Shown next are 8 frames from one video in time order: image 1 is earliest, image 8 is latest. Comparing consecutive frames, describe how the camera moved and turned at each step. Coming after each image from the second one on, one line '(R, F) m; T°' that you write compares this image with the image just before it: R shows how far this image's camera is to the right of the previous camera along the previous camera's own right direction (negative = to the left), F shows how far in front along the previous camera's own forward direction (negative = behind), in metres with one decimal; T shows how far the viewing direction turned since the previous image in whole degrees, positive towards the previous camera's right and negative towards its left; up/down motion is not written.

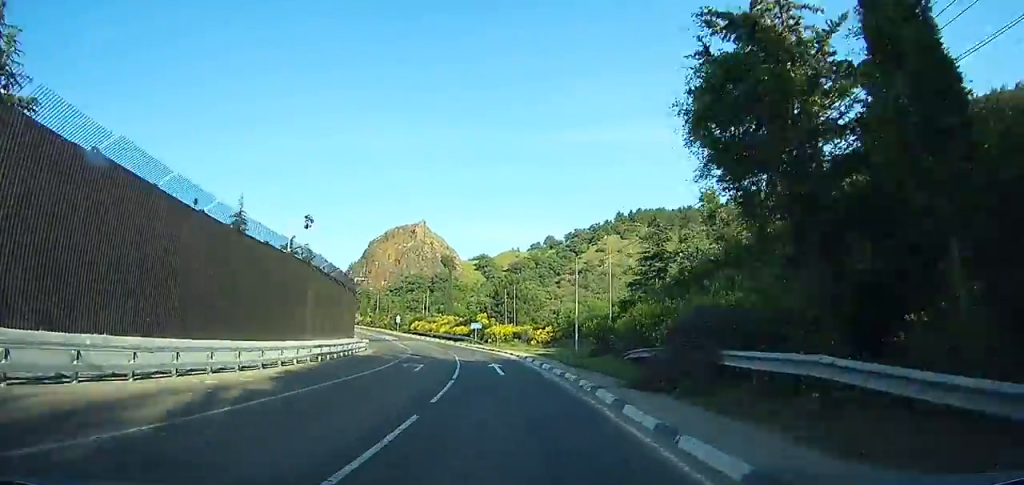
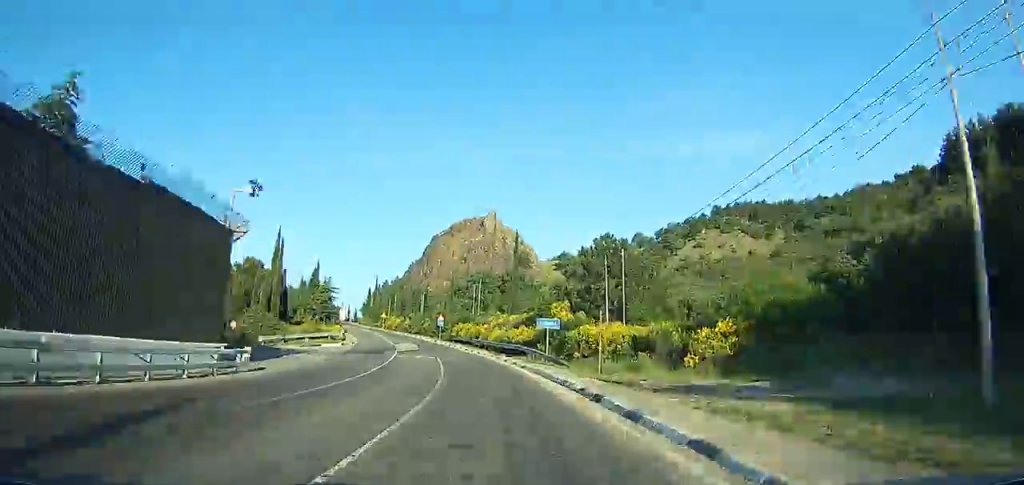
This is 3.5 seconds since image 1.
(-0.7, +35.5) m; -7°
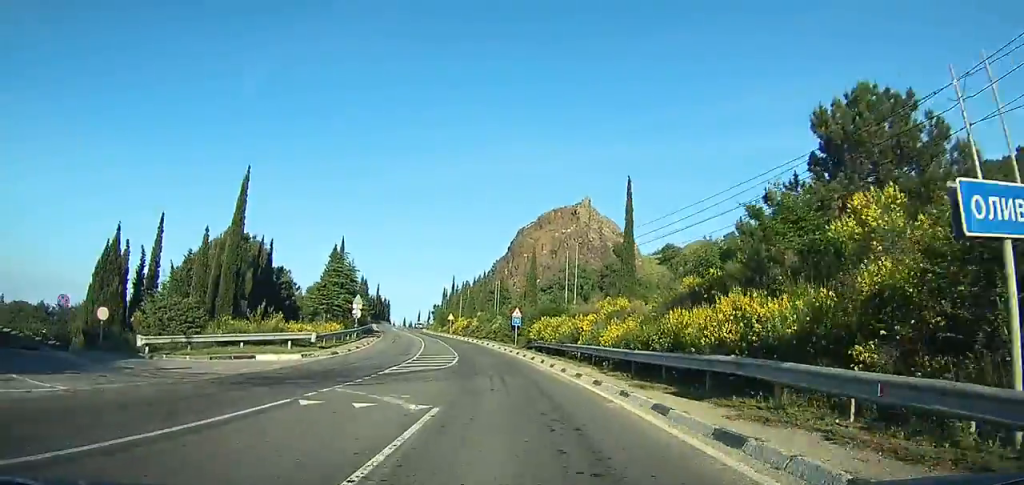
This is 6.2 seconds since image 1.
(-2.6, +26.4) m; -9°
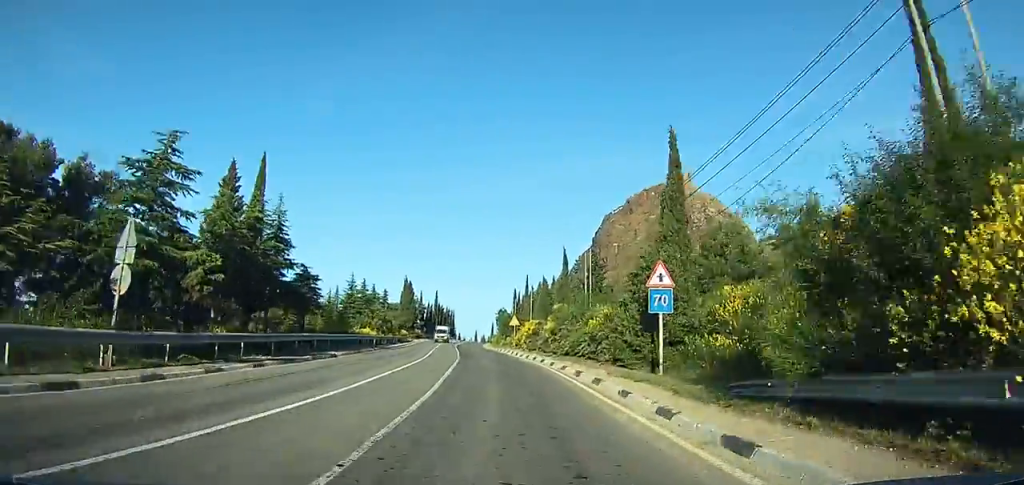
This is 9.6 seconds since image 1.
(-3.0, +32.9) m; -9°
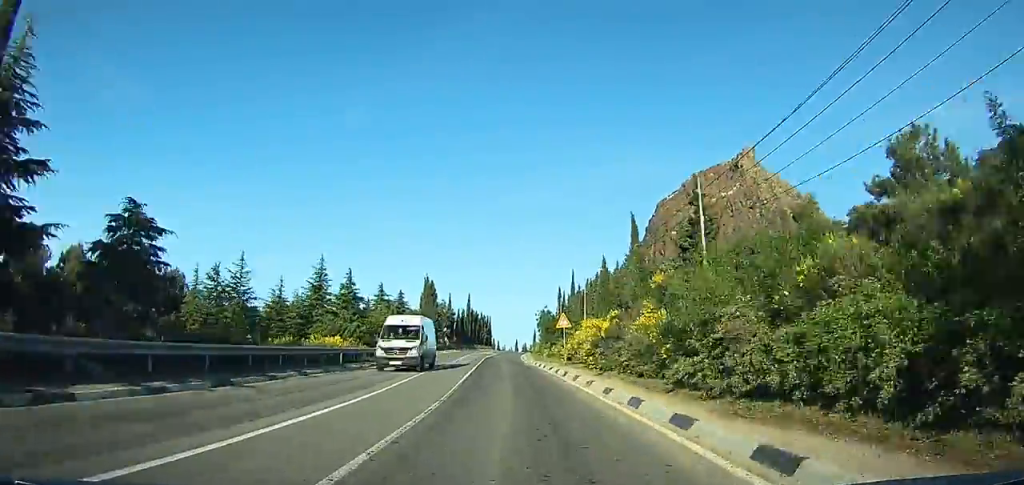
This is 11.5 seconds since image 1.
(-0.9, +19.1) m; -3°
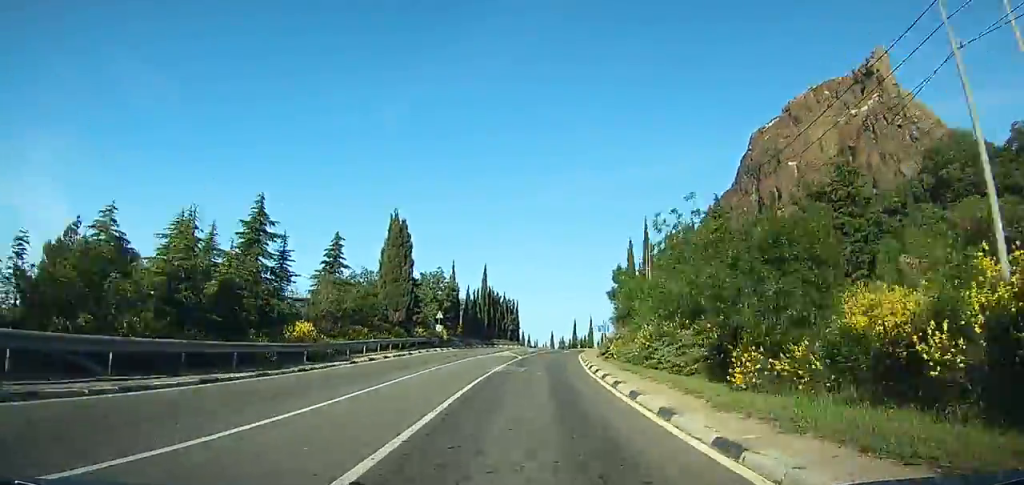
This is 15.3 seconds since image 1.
(-1.8, +41.3) m; -1°
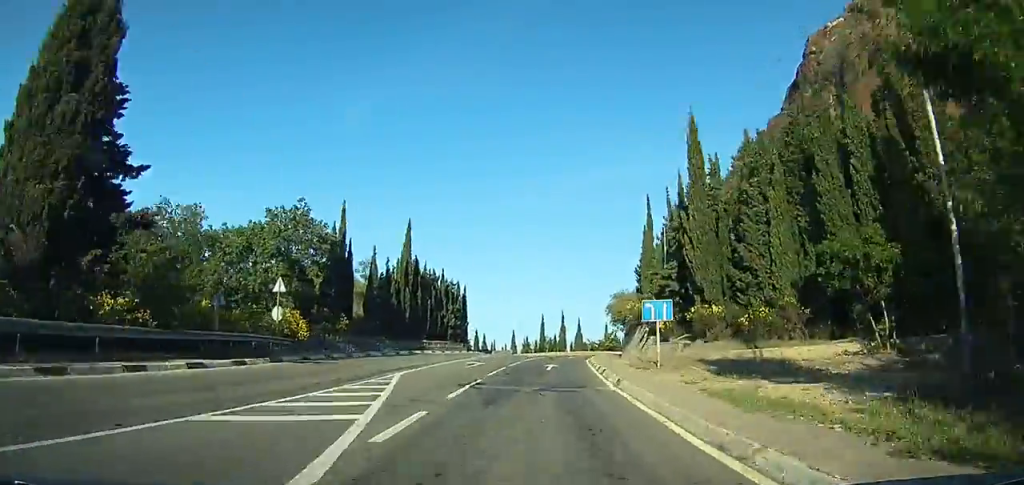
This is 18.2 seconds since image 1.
(+1.0, +33.5) m; +4°
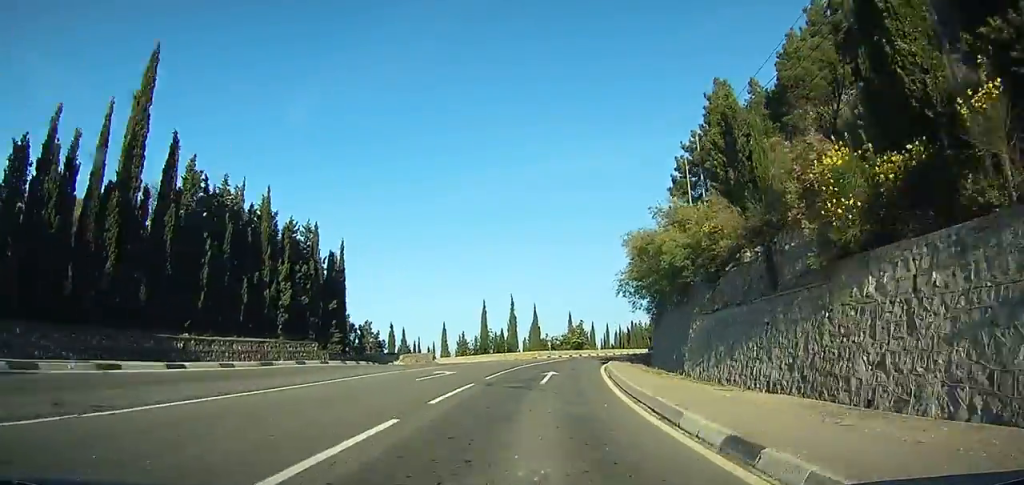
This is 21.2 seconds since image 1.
(+1.6, +33.8) m; +5°
